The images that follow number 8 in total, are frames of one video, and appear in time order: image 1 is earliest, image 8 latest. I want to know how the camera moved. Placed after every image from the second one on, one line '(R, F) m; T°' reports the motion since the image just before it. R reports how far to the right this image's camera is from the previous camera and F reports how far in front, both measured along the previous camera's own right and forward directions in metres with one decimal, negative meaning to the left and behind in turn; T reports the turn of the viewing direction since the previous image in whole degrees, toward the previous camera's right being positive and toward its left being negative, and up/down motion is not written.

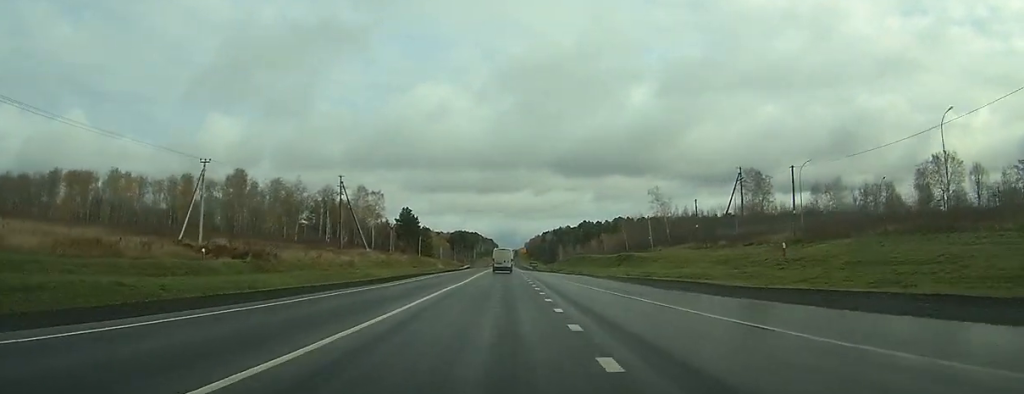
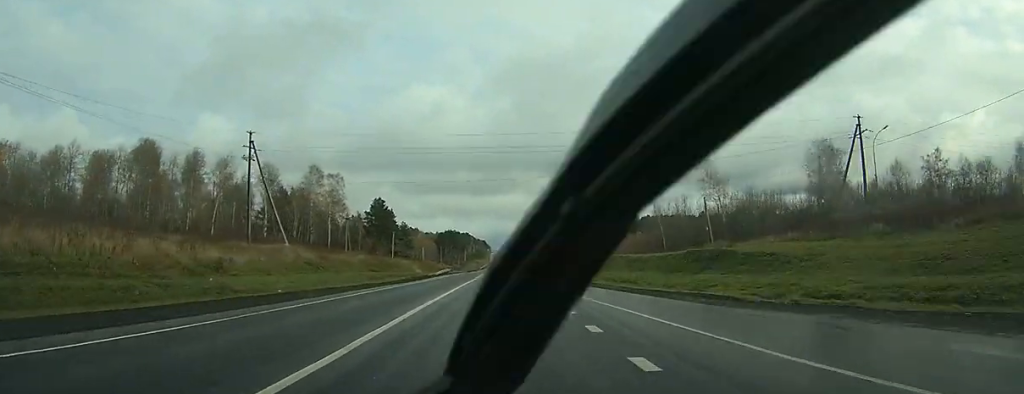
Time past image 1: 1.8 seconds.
(-0.2, +39.3) m; 0°
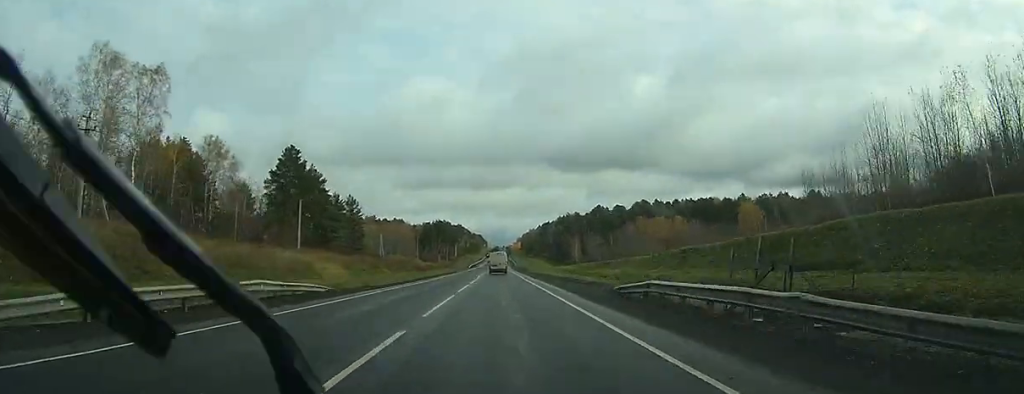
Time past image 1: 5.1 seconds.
(+0.2, +80.6) m; 0°
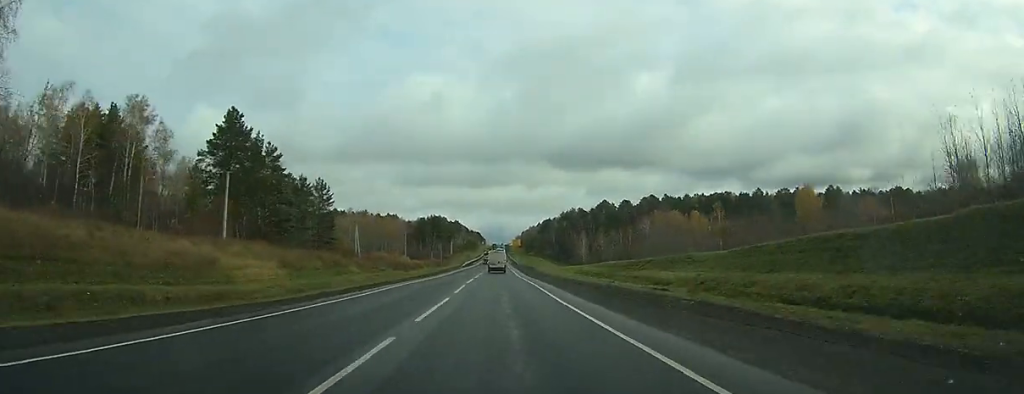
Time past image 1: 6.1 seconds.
(0.0, +25.1) m; 0°
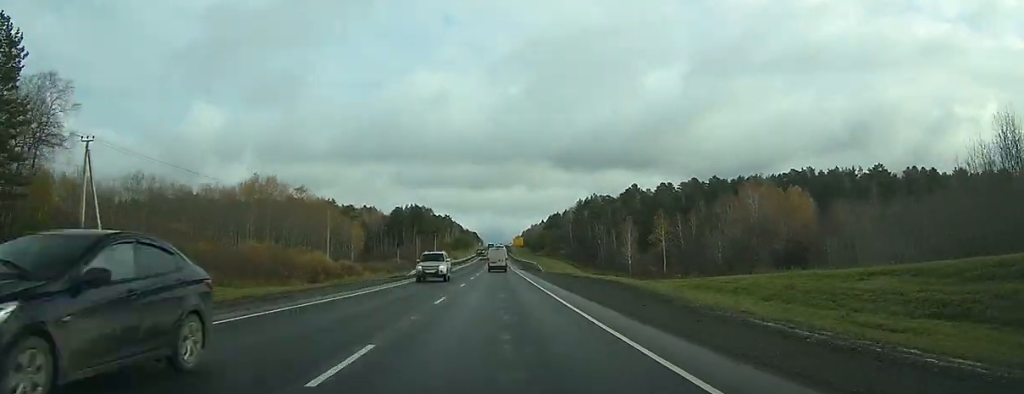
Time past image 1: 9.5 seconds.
(+0.1, +83.4) m; 0°
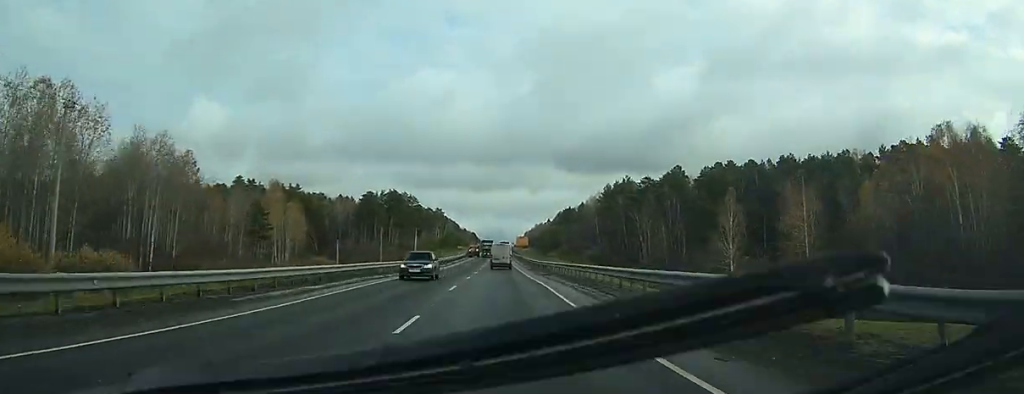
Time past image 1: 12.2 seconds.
(-0.4, +63.9) m; 0°
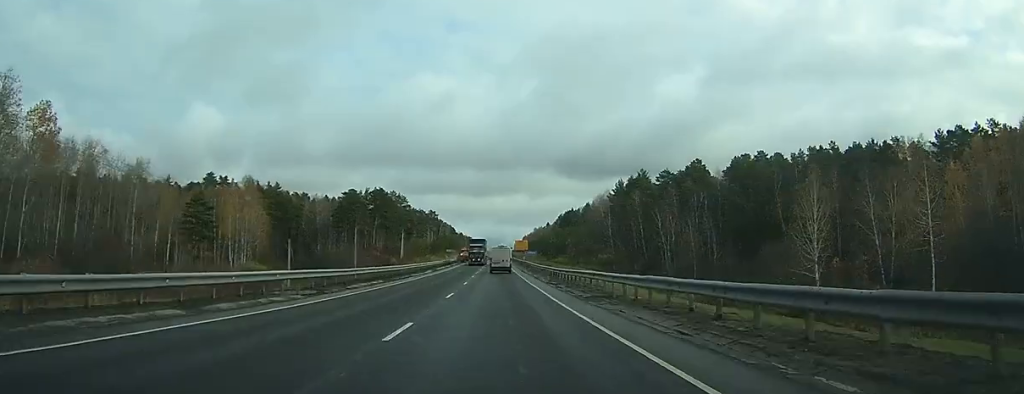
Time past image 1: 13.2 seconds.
(+0.1, +25.3) m; 0°
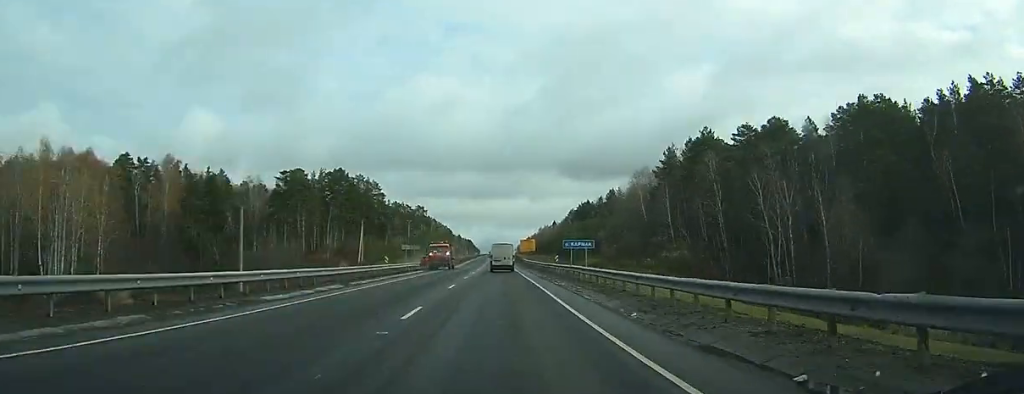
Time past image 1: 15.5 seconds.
(0.0, +59.6) m; 0°
